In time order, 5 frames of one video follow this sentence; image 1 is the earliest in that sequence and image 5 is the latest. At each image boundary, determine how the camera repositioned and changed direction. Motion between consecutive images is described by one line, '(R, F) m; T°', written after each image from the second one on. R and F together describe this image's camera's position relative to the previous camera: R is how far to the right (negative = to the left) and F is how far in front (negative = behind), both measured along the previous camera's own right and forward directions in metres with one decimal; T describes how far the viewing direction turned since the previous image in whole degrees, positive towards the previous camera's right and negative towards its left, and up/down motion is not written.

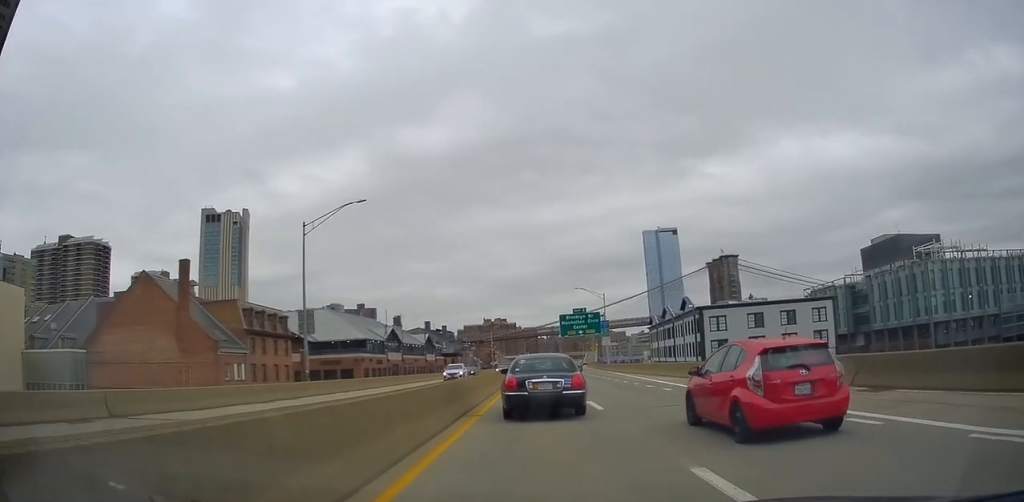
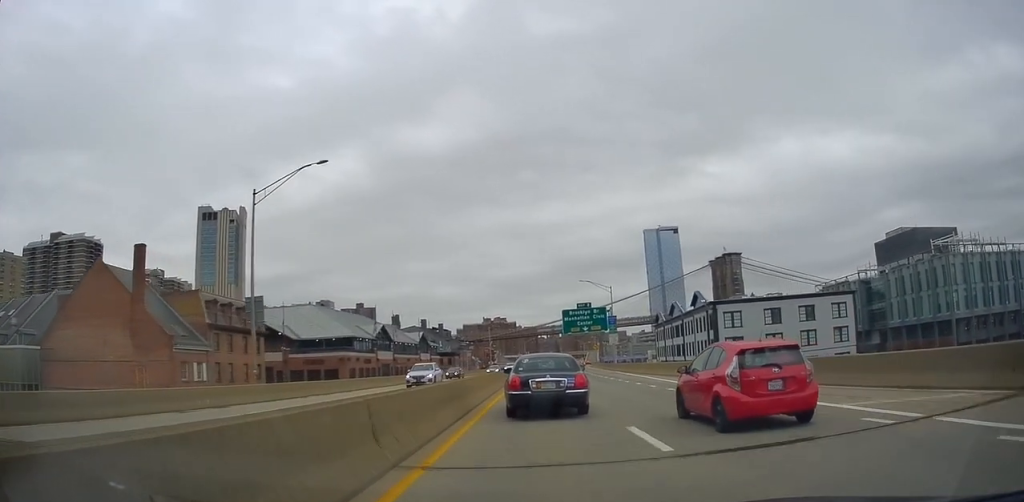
(0.0, +7.6) m; 0°
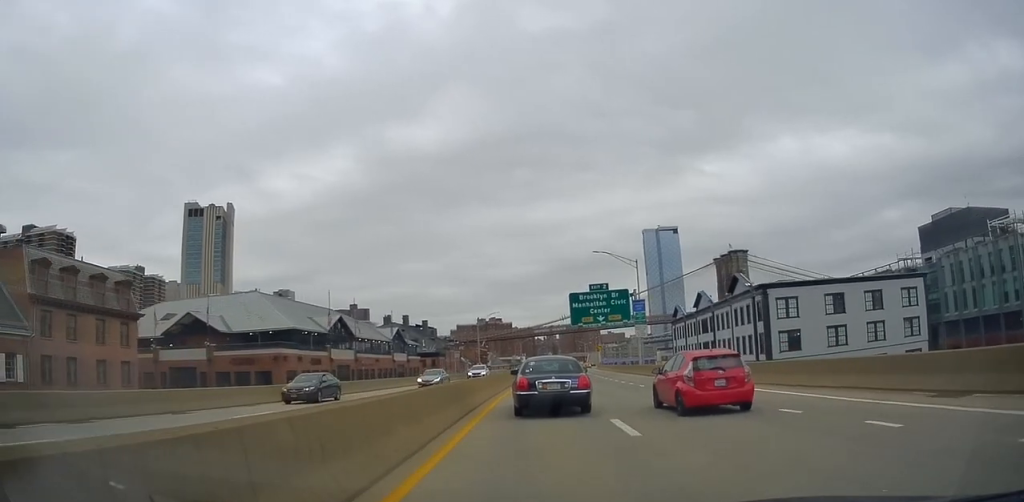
(0.0, +22.1) m; +1°
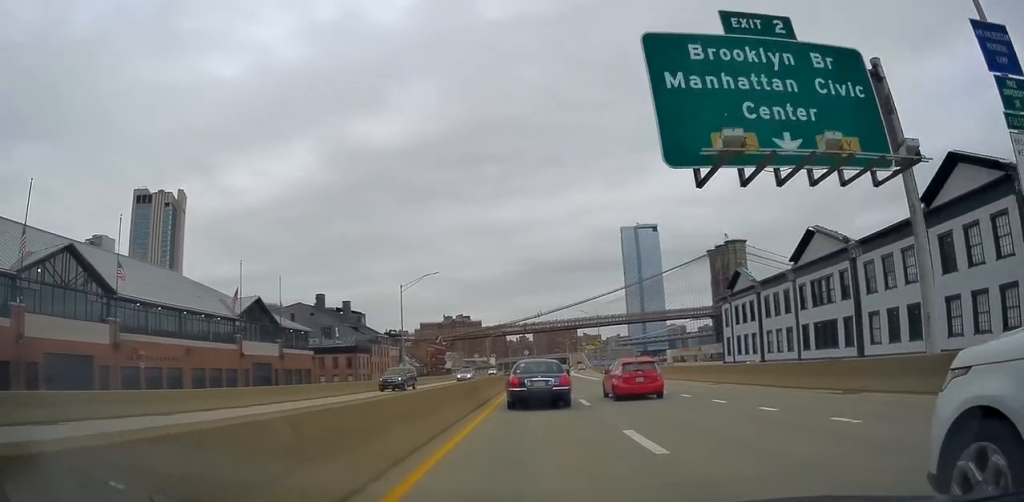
(+1.1, +47.9) m; +2°
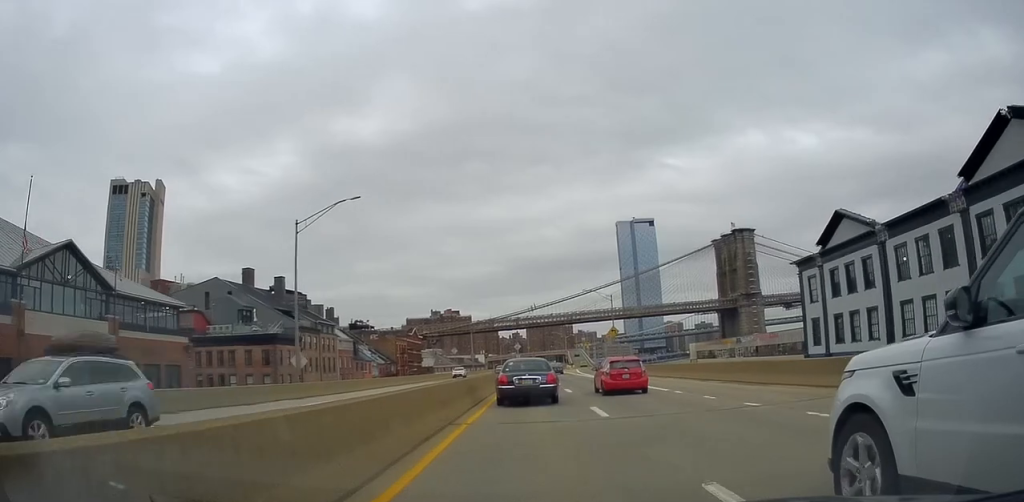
(+0.6, +26.5) m; +2°
